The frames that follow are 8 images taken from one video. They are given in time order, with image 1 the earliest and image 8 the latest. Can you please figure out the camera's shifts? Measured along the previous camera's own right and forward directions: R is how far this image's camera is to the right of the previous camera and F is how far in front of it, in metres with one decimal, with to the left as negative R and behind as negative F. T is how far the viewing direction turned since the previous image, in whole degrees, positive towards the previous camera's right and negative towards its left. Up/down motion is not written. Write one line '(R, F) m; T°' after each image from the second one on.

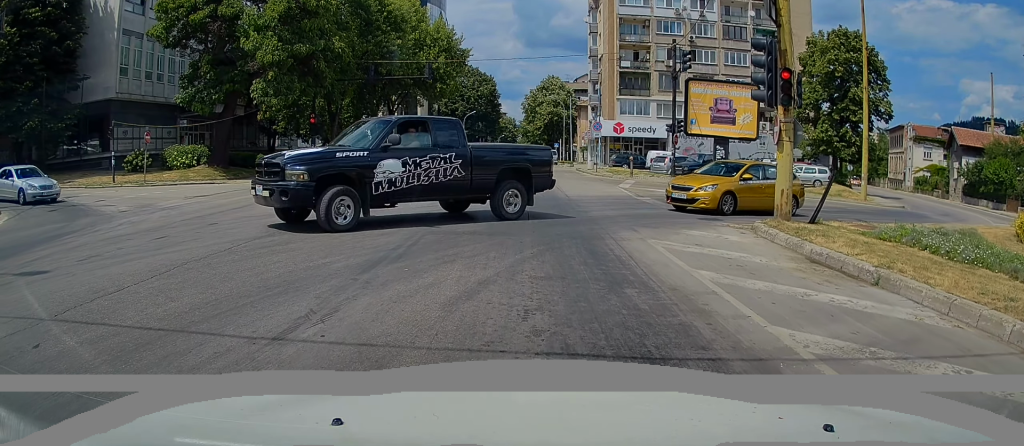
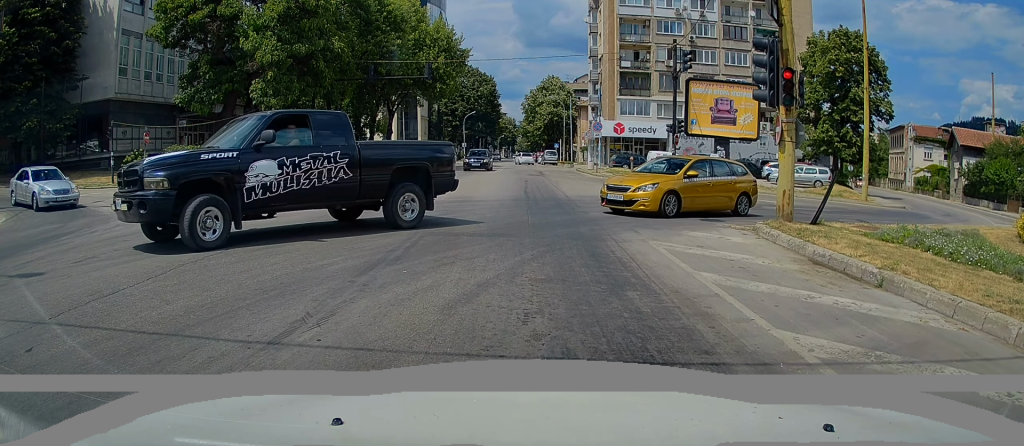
(-0.2, +0.3) m; 0°
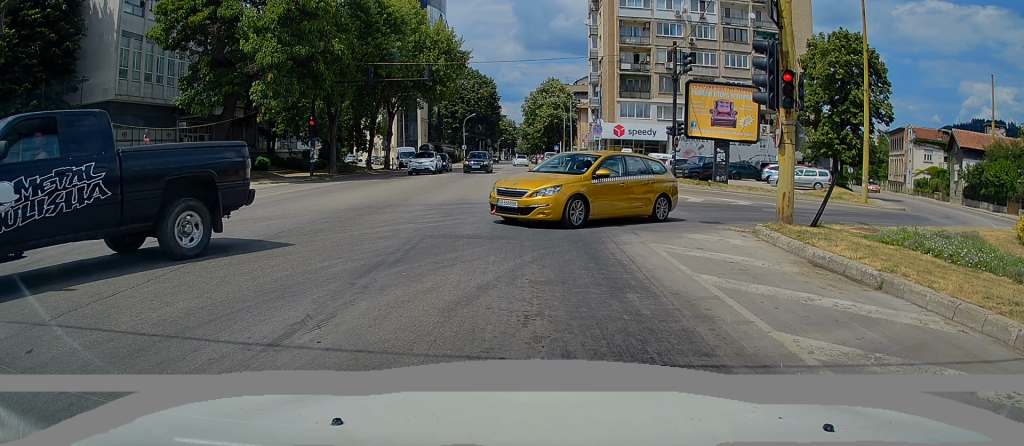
(-0.2, 0.0) m; 0°
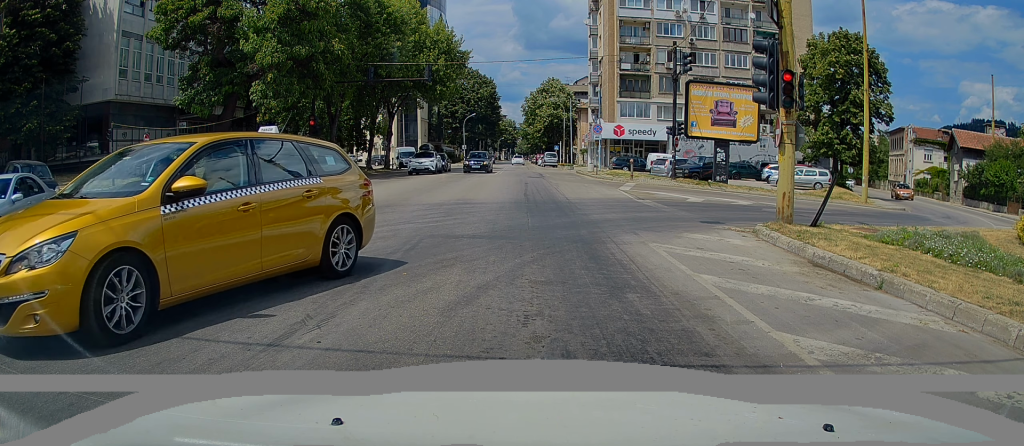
(0.0, 0.0) m; 0°
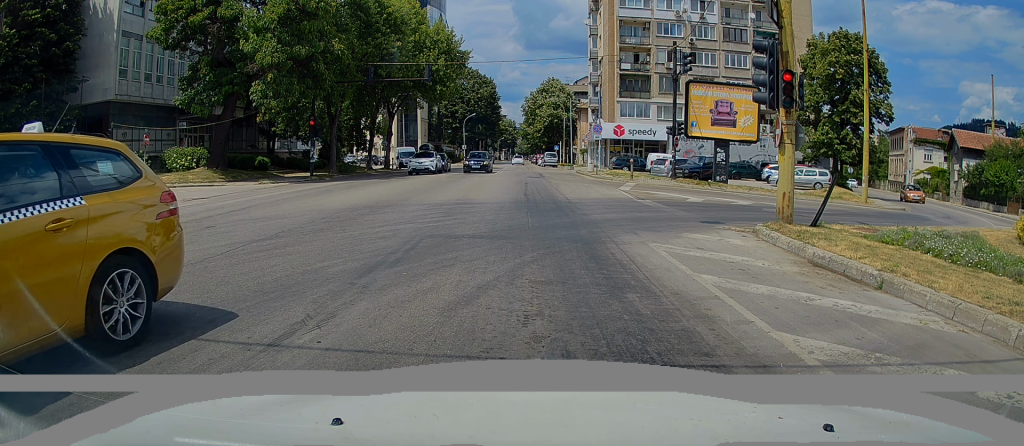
(0.0, 0.0) m; 0°
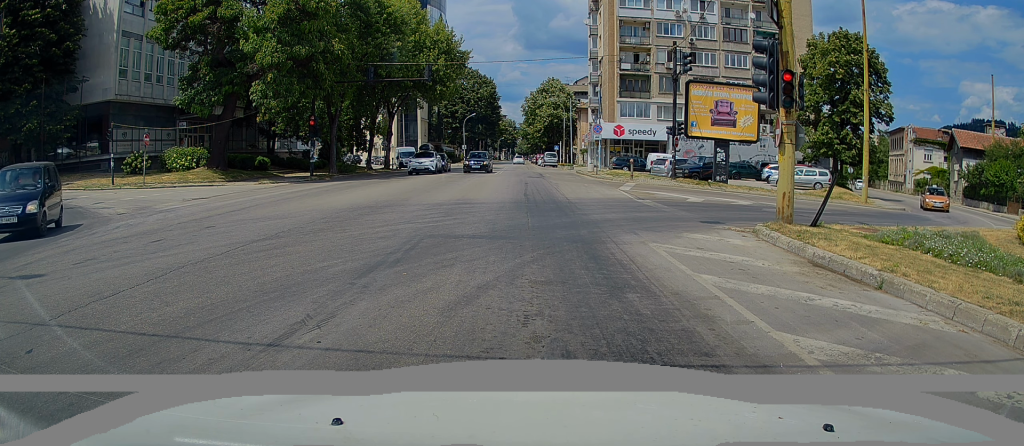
(0.0, 0.0) m; 0°
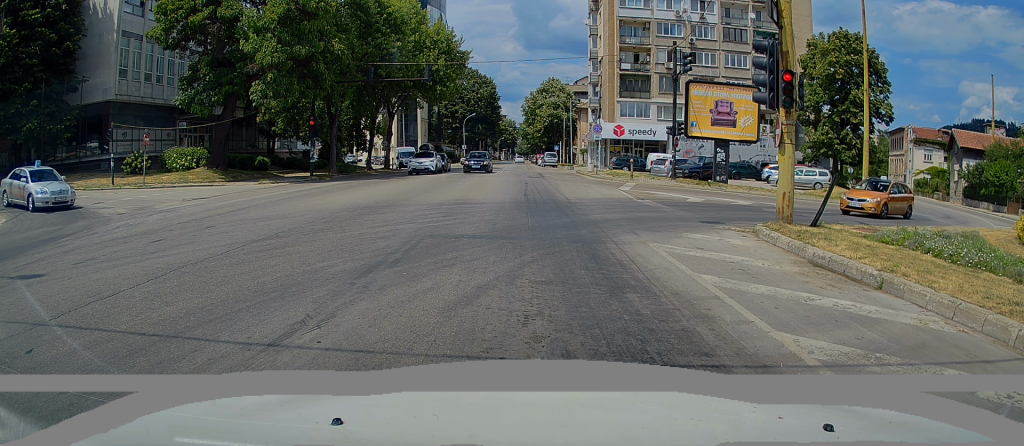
(0.0, 0.0) m; 0°
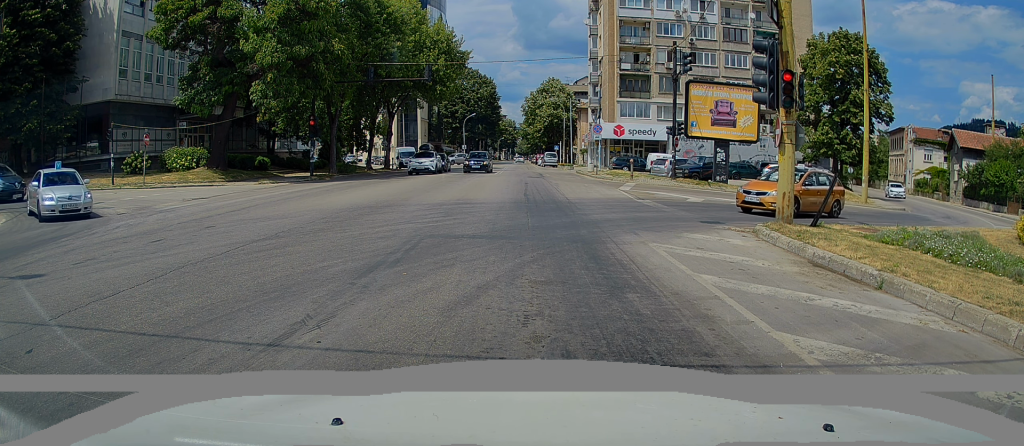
(0.0, 0.0) m; 0°
